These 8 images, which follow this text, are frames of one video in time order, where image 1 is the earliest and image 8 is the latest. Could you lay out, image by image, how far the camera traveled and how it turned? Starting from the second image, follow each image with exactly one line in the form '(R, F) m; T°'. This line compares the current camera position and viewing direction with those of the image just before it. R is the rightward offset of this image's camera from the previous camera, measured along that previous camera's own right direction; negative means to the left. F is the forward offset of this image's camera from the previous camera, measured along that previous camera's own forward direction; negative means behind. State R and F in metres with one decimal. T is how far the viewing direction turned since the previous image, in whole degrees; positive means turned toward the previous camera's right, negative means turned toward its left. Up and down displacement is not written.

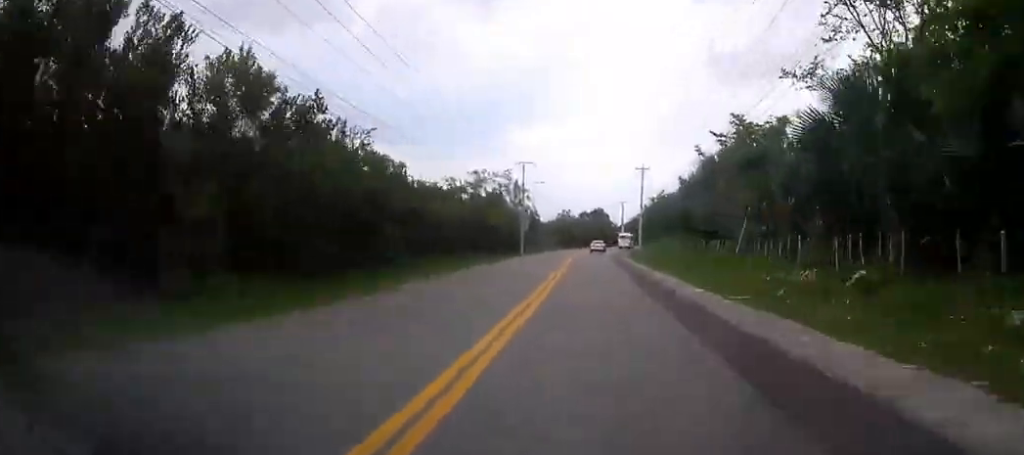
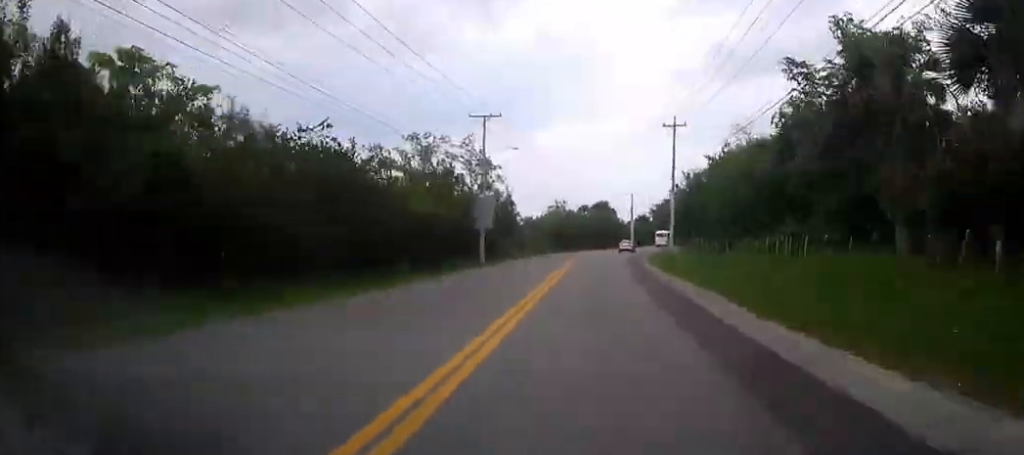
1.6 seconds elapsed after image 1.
(-0.1, +30.8) m; +1°
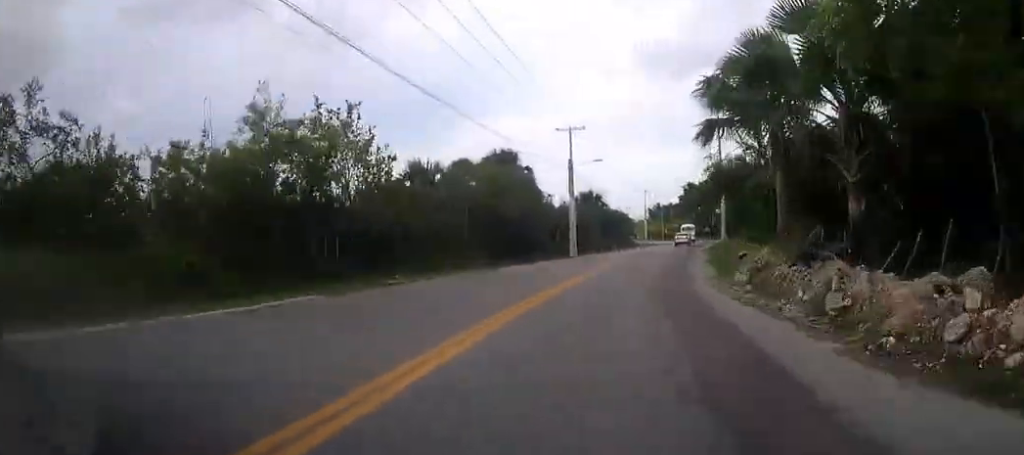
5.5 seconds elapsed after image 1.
(+2.7, +74.6) m; +6°
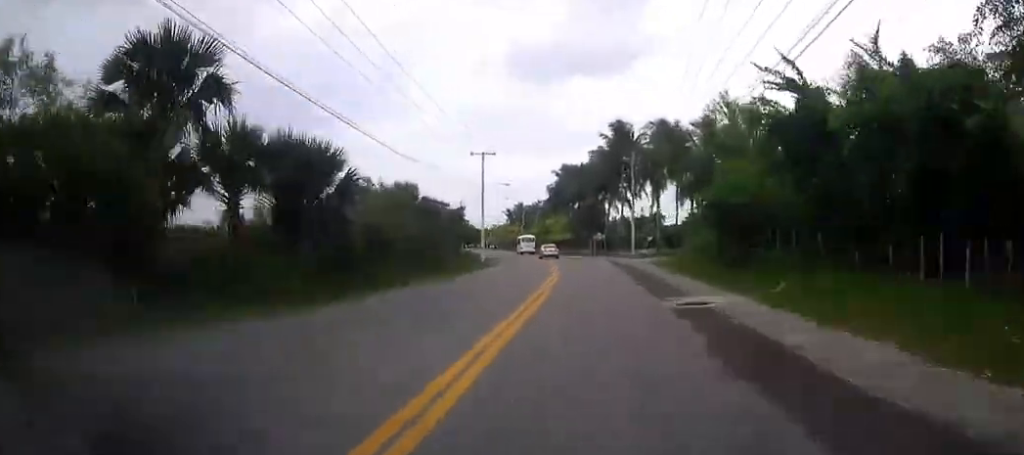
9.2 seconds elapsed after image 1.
(+5.3, +67.0) m; +7°
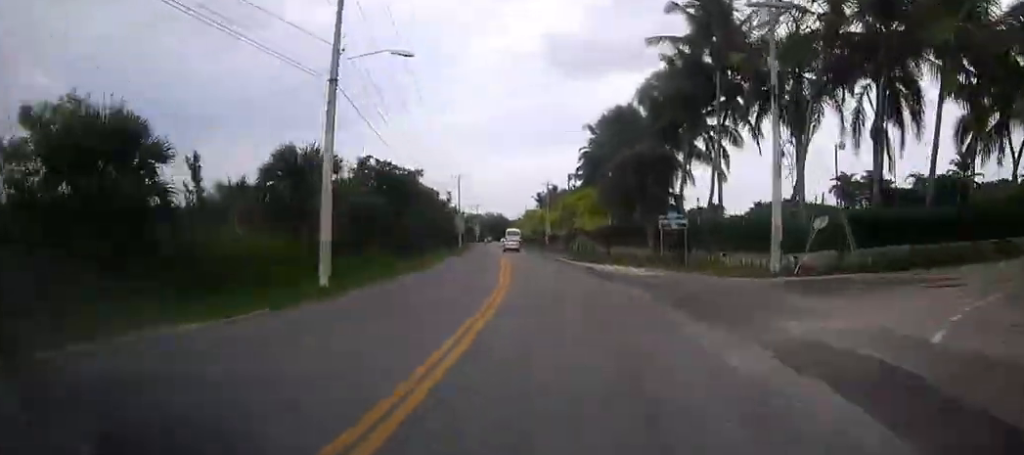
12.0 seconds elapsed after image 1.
(+0.1, +48.0) m; -3°
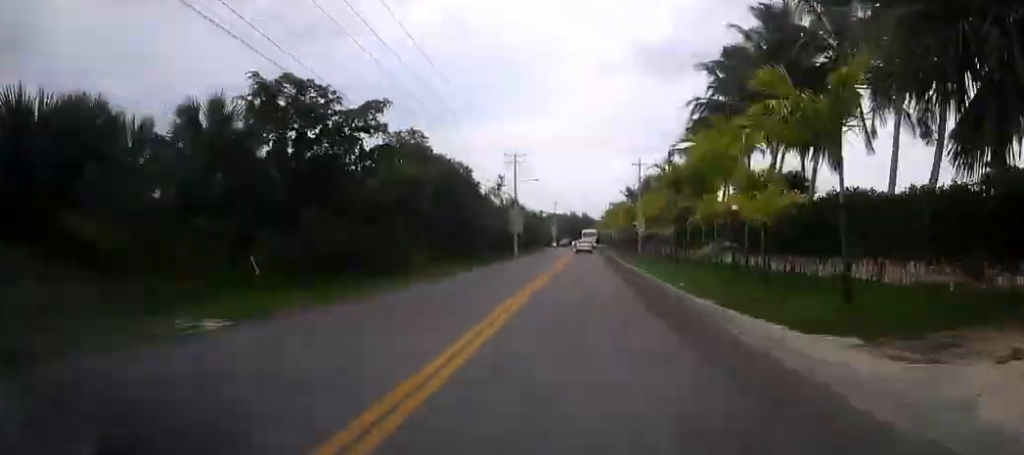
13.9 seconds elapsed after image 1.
(-0.9, +32.1) m; -4°
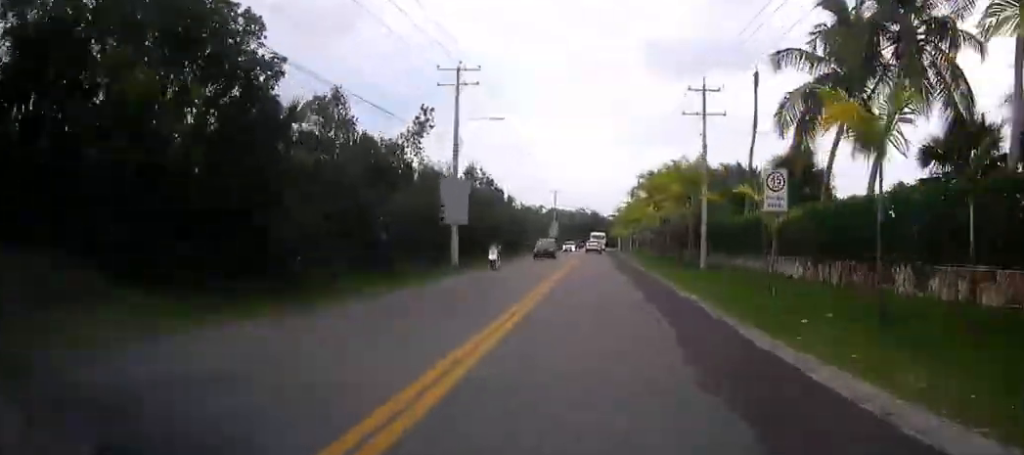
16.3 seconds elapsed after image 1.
(-1.8, +40.0) m; -2°
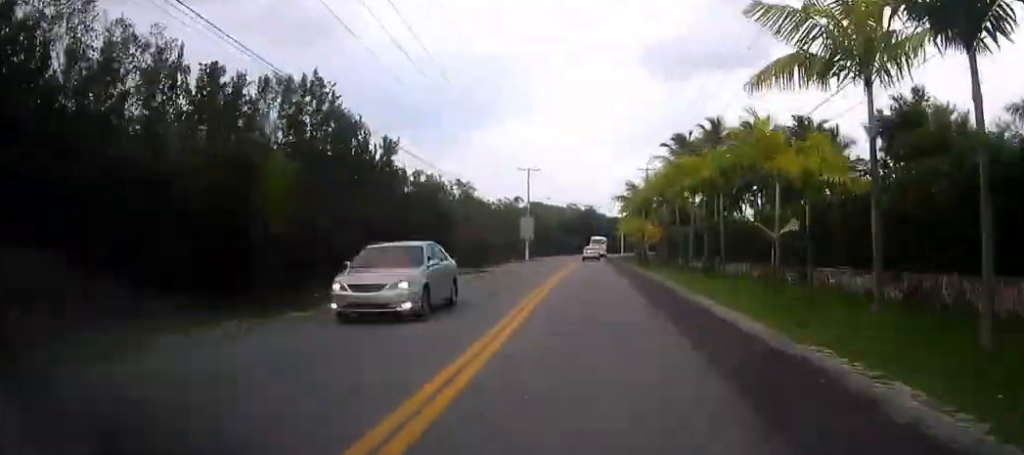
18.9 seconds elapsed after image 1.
(+0.1, +44.0) m; 0°
